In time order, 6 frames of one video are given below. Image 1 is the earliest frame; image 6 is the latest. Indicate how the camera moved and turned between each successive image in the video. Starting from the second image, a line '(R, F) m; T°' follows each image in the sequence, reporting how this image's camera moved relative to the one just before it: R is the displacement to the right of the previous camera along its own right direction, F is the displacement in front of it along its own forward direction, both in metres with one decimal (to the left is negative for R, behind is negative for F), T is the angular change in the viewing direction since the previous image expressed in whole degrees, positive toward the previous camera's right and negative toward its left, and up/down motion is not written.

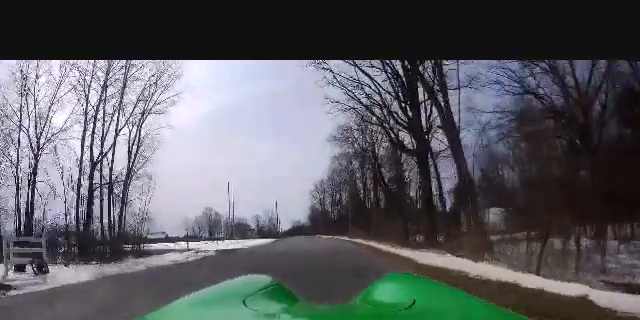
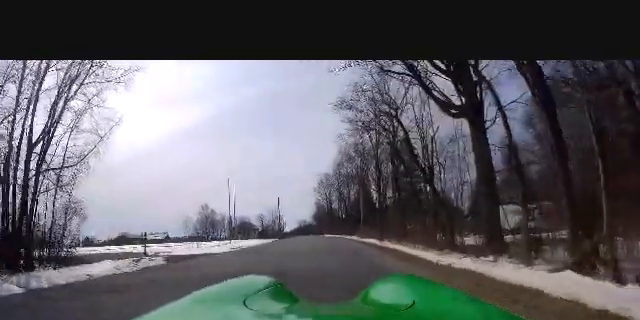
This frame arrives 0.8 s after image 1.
(+0.1, +8.8) m; -1°
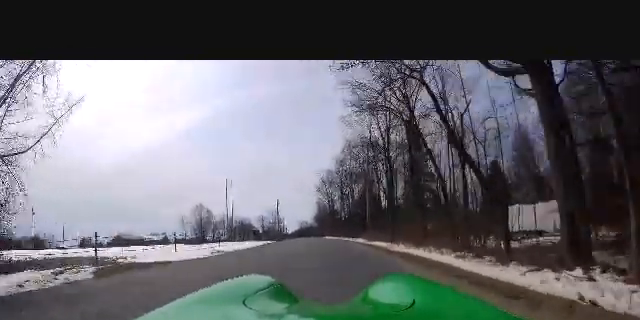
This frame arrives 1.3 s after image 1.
(-0.2, +5.7) m; -1°
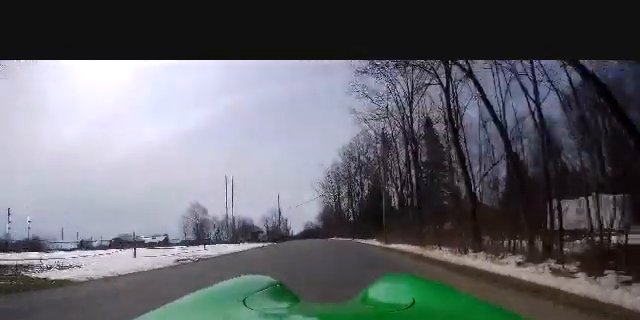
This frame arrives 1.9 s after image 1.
(-0.1, +7.6) m; -1°
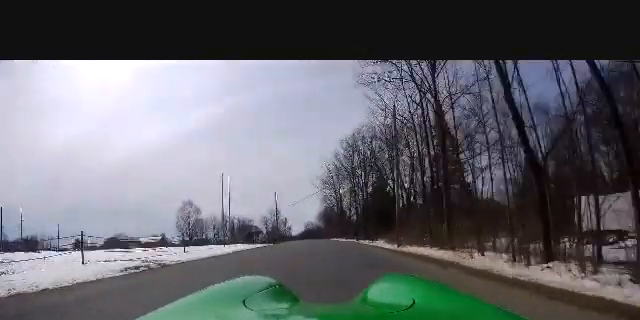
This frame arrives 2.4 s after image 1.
(0.0, +5.6) m; -1°
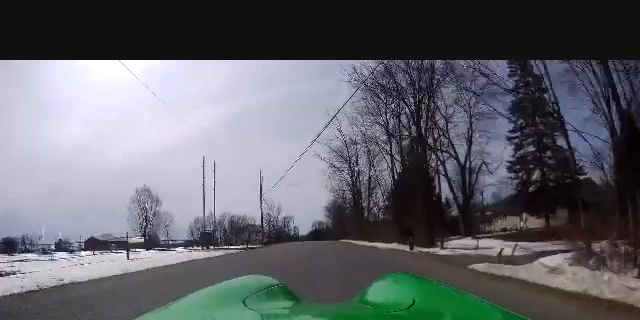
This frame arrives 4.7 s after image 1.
(-0.2, +25.3) m; -1°
